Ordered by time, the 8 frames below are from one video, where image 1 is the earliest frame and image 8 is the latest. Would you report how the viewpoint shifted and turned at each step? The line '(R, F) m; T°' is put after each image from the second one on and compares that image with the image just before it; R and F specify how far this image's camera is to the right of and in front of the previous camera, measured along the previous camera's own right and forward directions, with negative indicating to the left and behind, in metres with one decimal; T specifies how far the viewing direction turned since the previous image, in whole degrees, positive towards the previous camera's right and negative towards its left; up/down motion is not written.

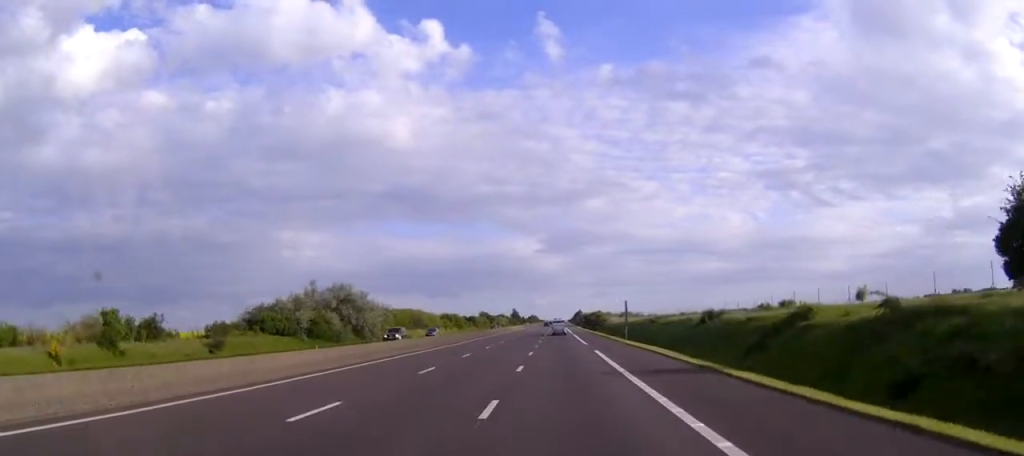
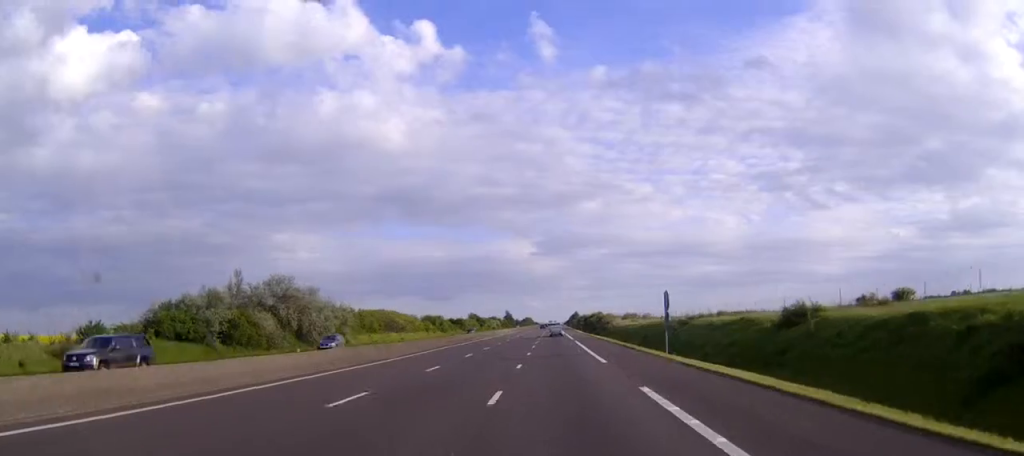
(+0.1, +23.5) m; 0°
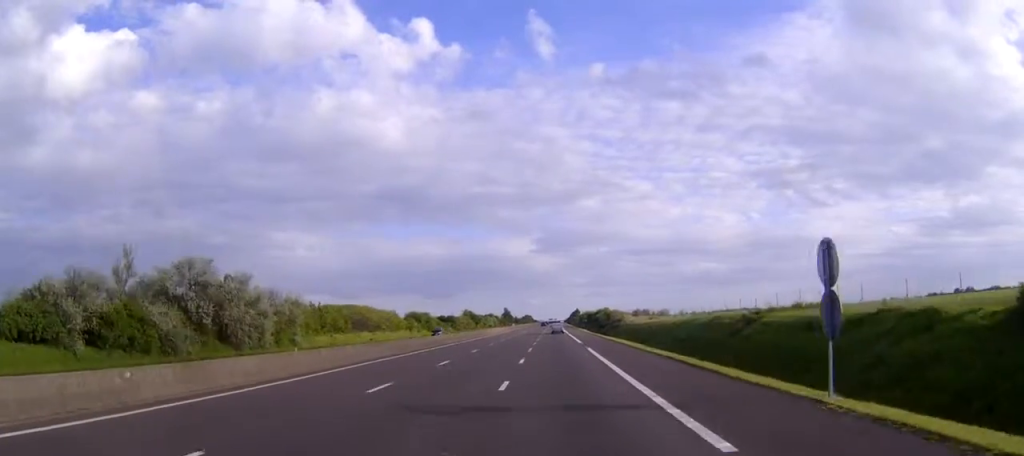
(0.0, +22.6) m; 0°
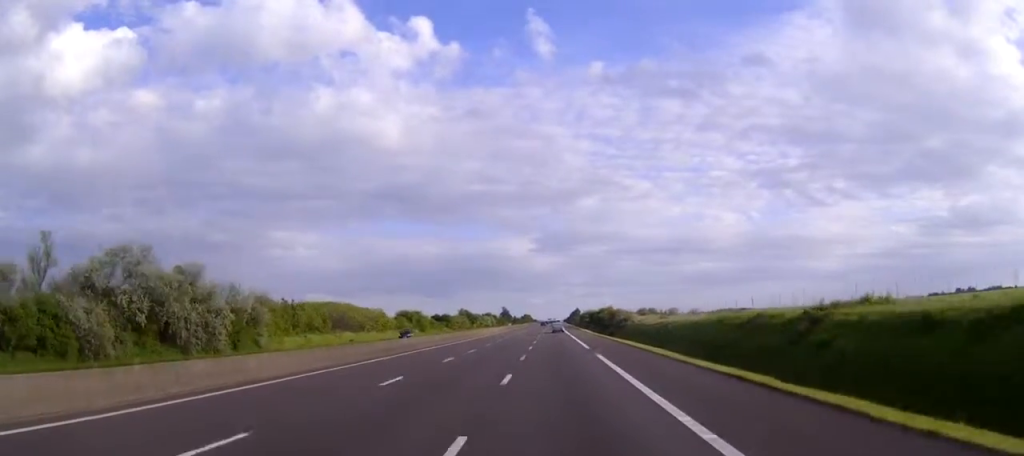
(0.0, +11.3) m; 0°
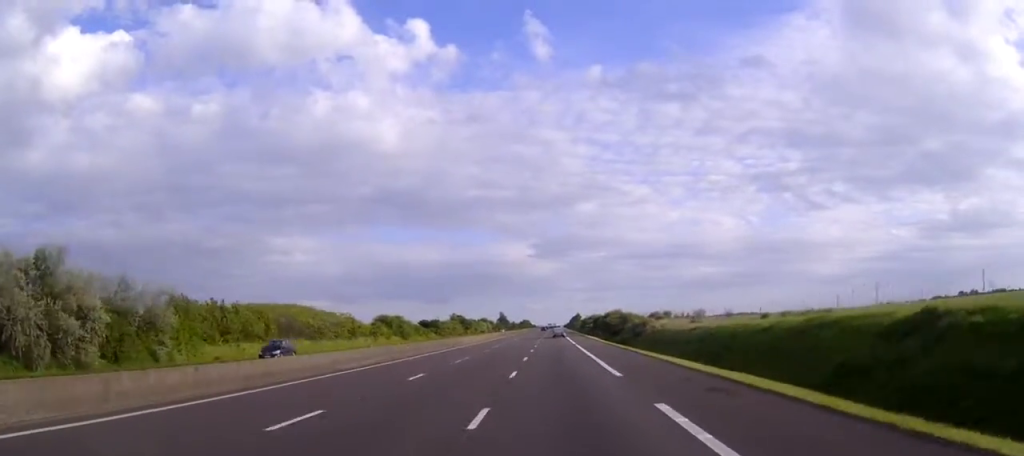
(0.0, +21.6) m; 0°
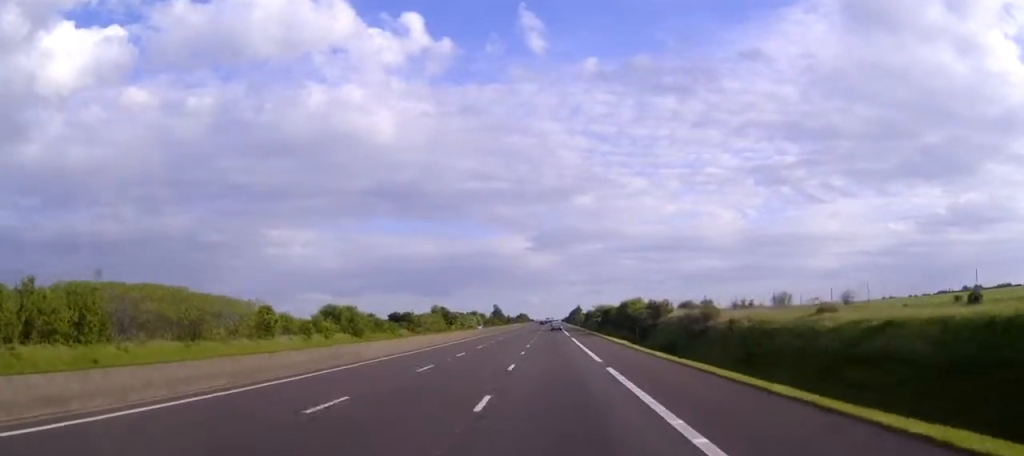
(+0.1, +36.5) m; 0°
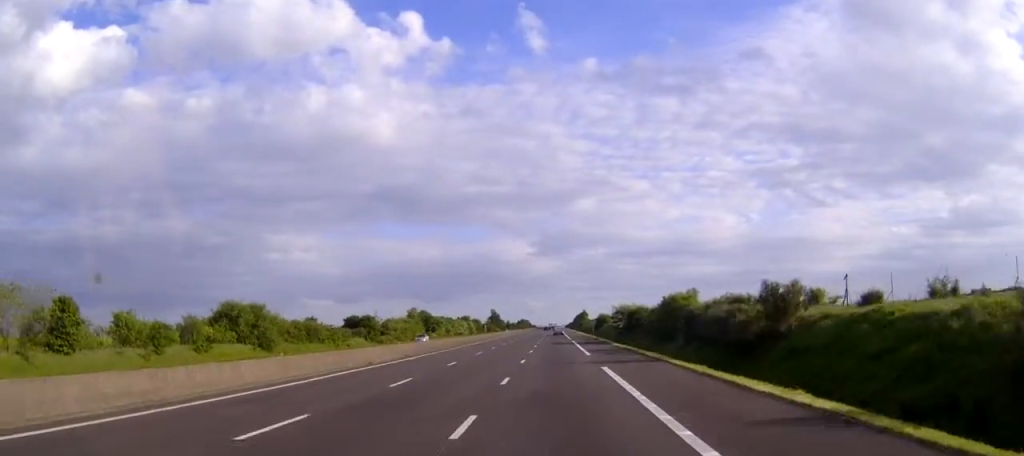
(-0.1, +40.1) m; 0°
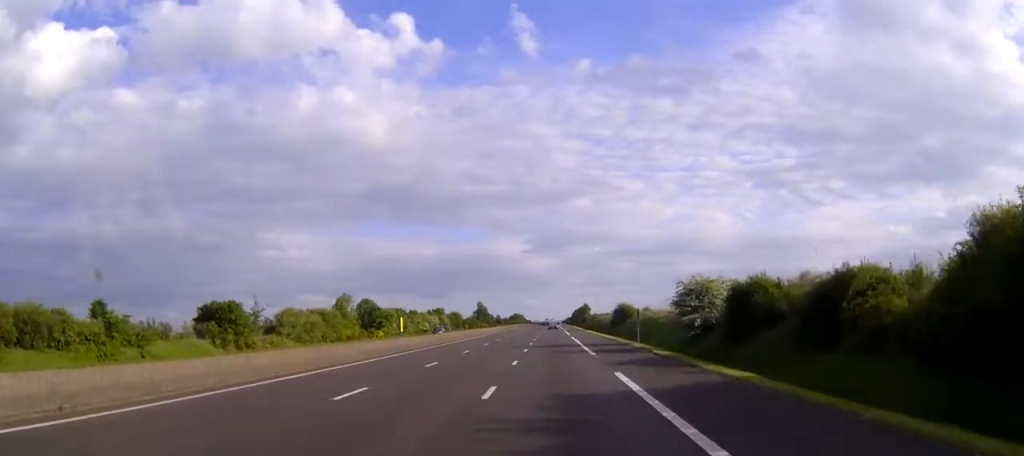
(+0.1, +57.9) m; 0°
